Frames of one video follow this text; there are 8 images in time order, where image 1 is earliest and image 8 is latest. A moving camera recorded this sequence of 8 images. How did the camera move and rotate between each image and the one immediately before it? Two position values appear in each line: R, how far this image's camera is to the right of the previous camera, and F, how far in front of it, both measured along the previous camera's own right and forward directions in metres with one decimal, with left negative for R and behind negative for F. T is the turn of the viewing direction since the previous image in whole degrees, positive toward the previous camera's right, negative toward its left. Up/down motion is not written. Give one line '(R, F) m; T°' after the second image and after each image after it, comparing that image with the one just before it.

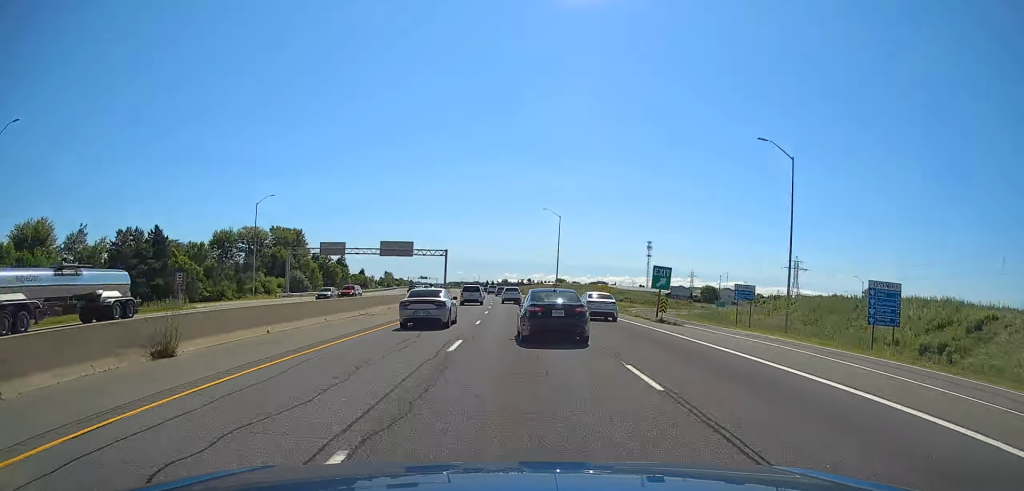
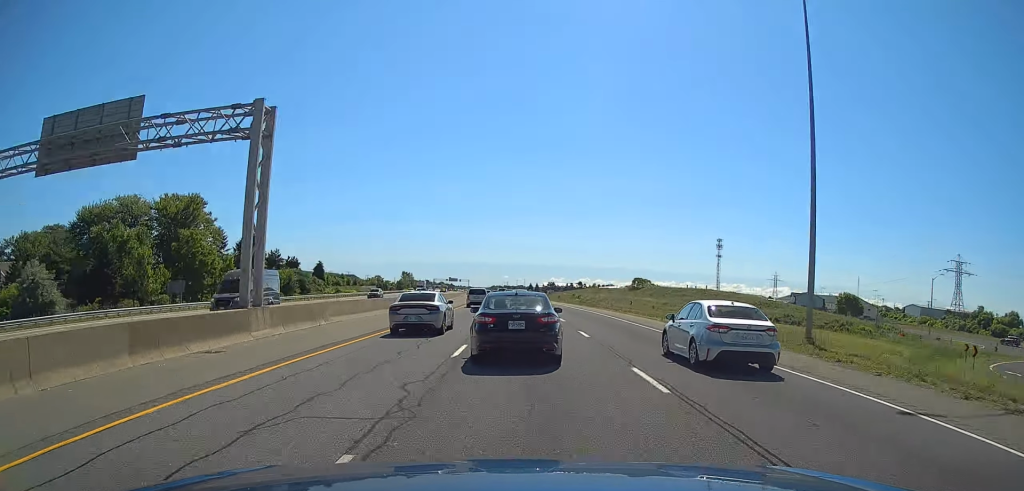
(-3.7, +97.9) m; -3°
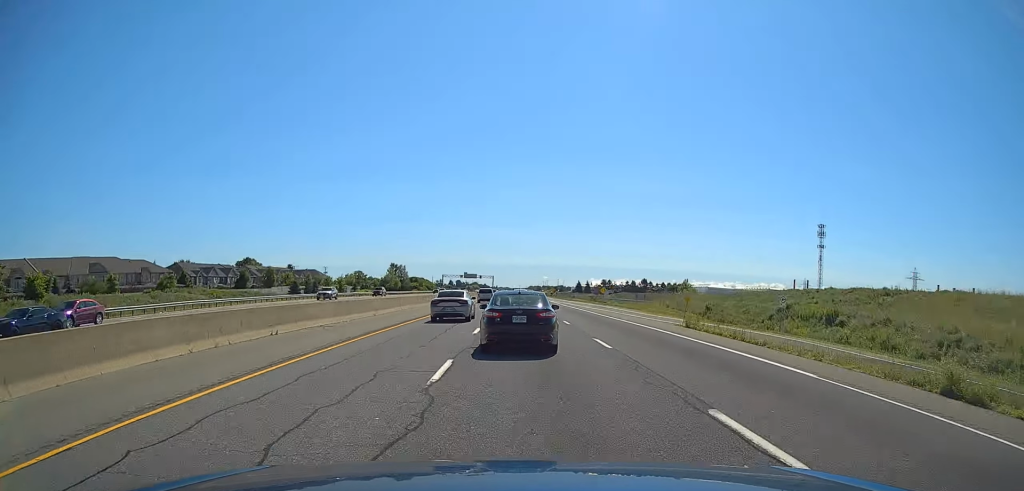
(-5.1, +146.8) m; -3°
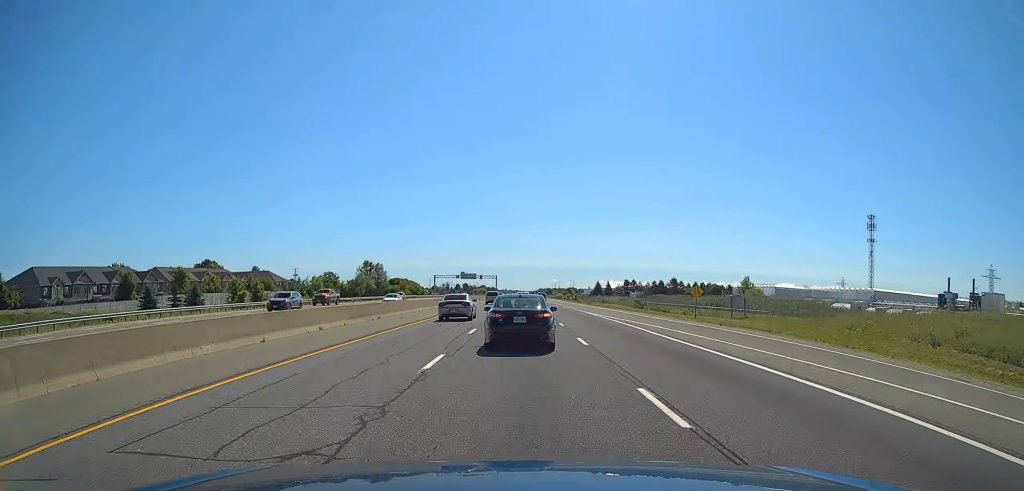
(-0.9, +62.7) m; -1°
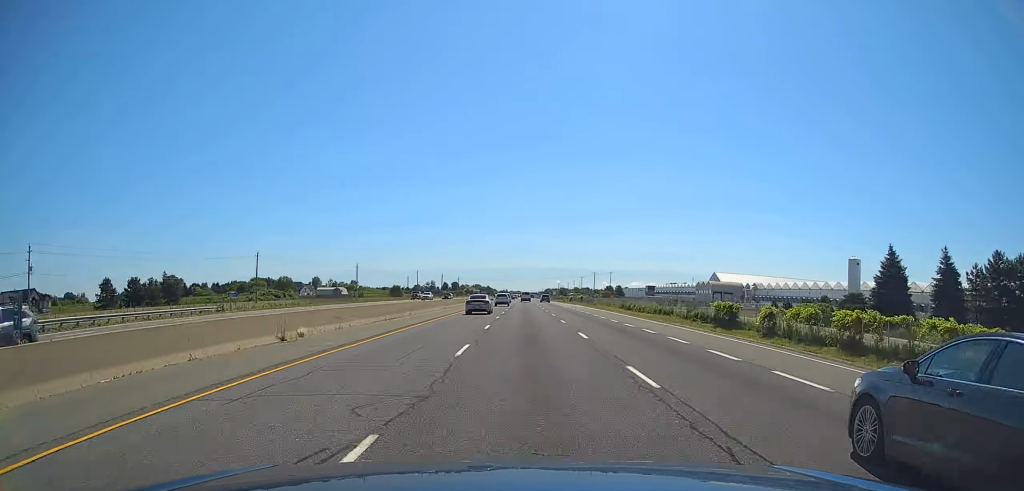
(-2.5, +296.3) m; -1°
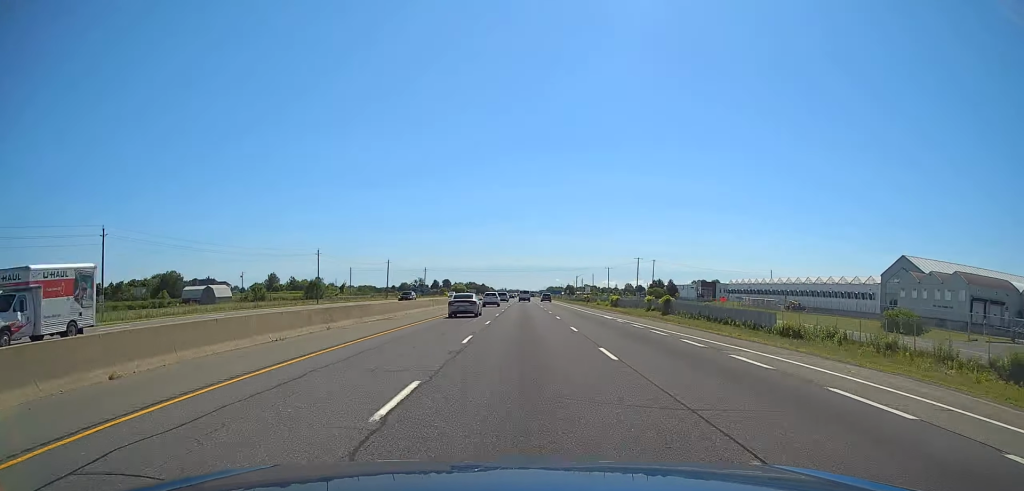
(0.0, +124.1) m; 0°
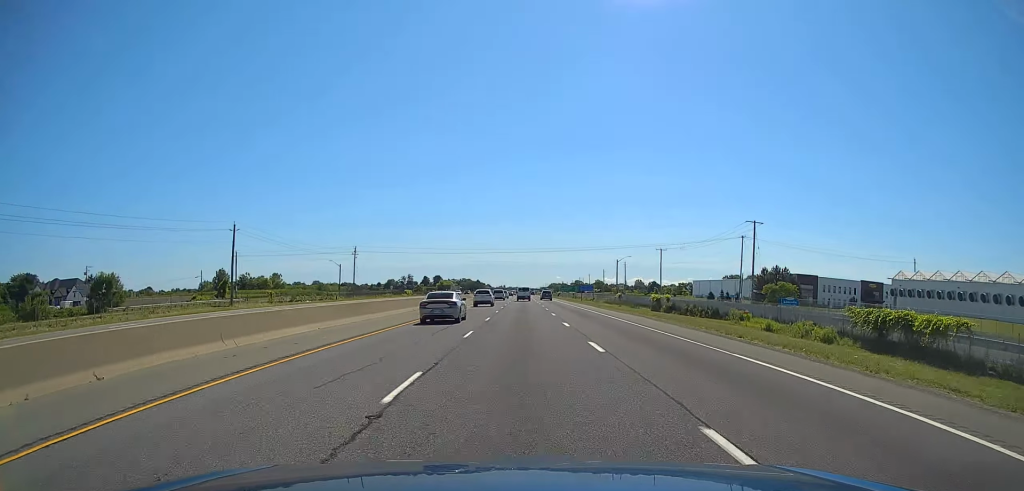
(-0.3, +102.5) m; 0°
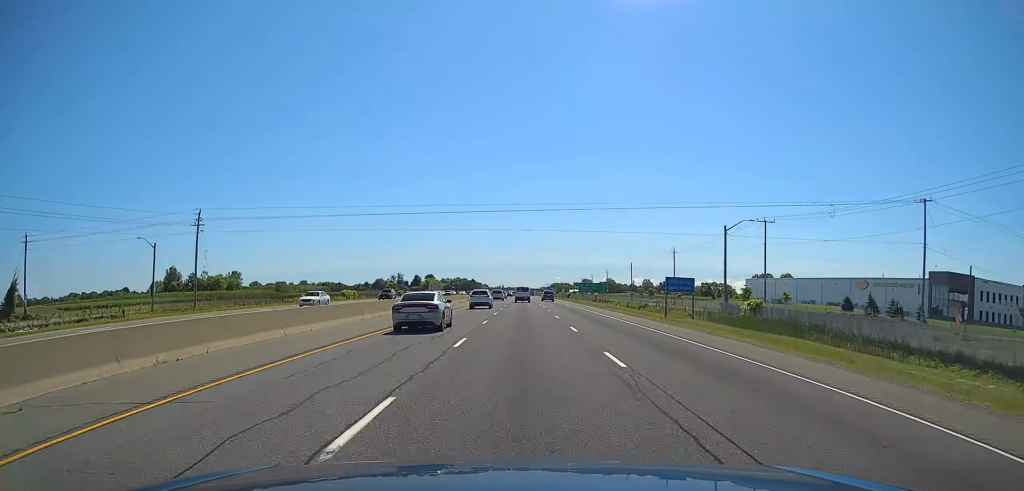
(+0.5, +73.4) m; 0°
